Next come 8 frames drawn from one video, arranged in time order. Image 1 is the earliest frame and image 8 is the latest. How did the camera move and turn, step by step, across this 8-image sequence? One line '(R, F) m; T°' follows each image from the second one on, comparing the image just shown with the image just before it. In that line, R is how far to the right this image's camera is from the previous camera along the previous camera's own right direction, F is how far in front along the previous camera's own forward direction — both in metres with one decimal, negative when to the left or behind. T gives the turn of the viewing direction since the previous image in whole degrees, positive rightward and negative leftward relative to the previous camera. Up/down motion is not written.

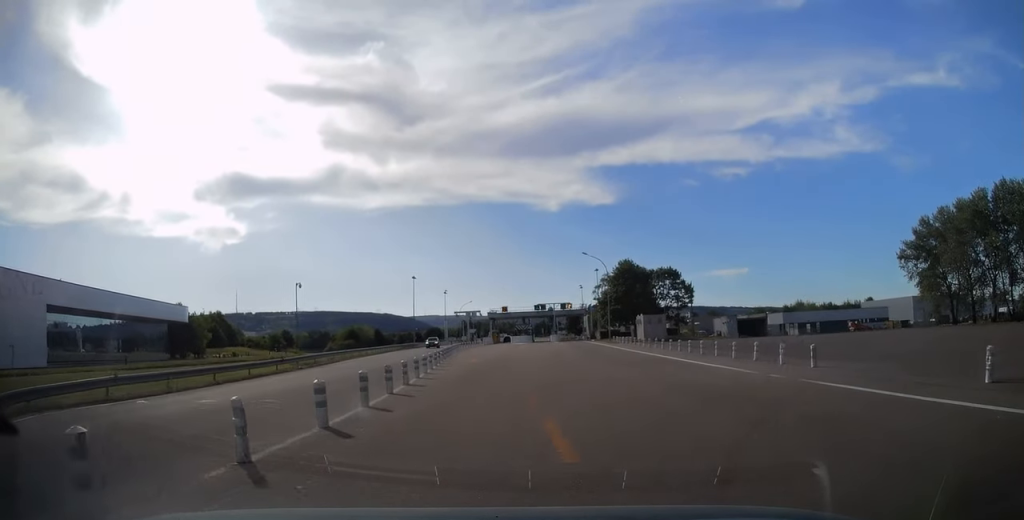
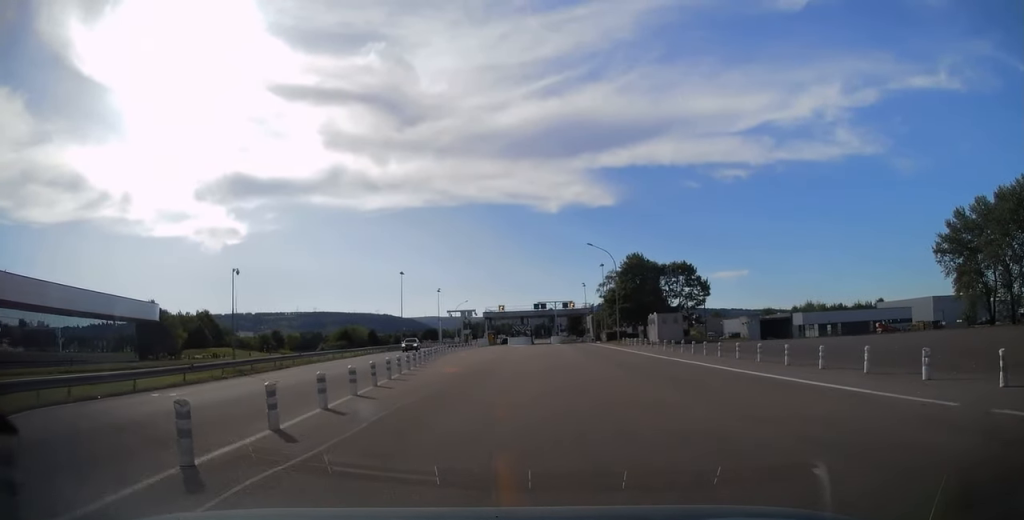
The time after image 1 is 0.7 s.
(0.0, +9.6) m; 0°
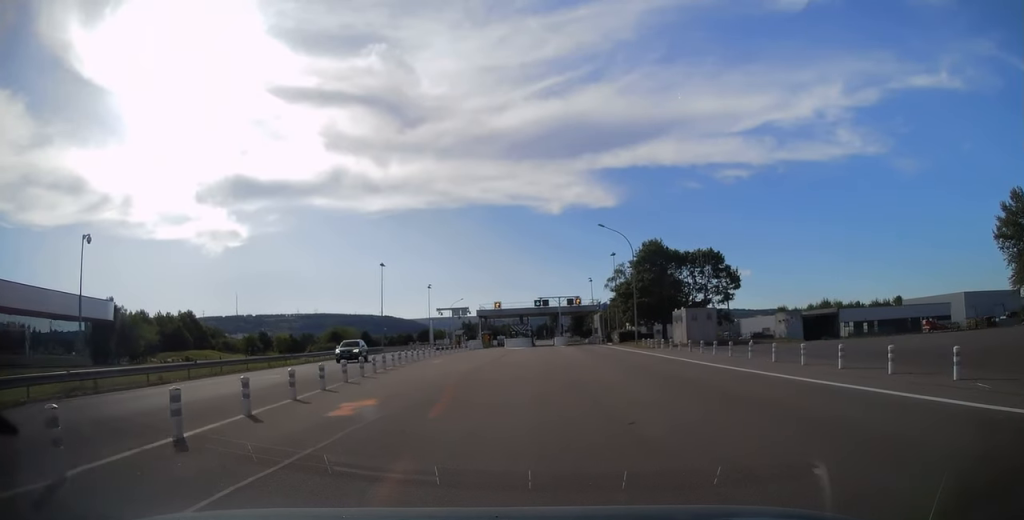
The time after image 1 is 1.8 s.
(0.0, +13.4) m; +1°
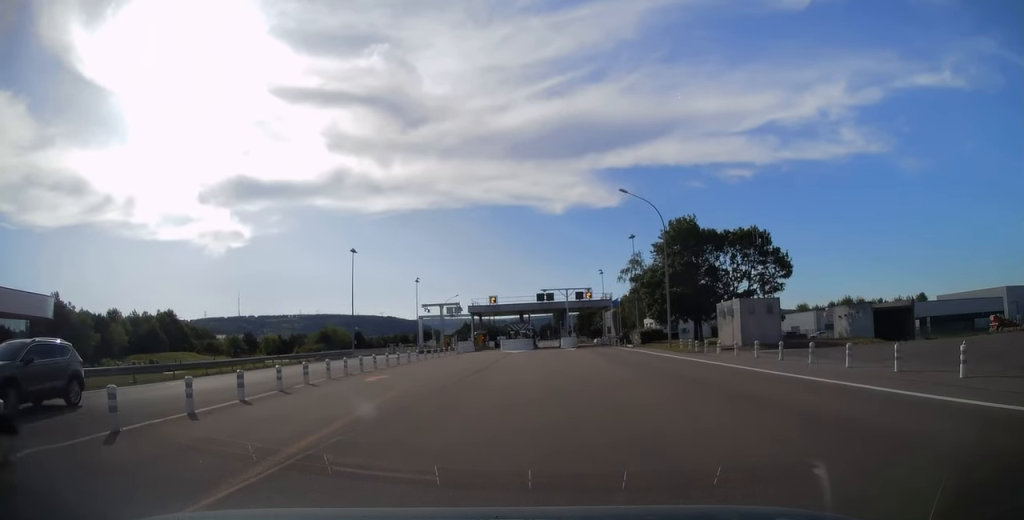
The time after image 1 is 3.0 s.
(+0.1, +15.3) m; 0°
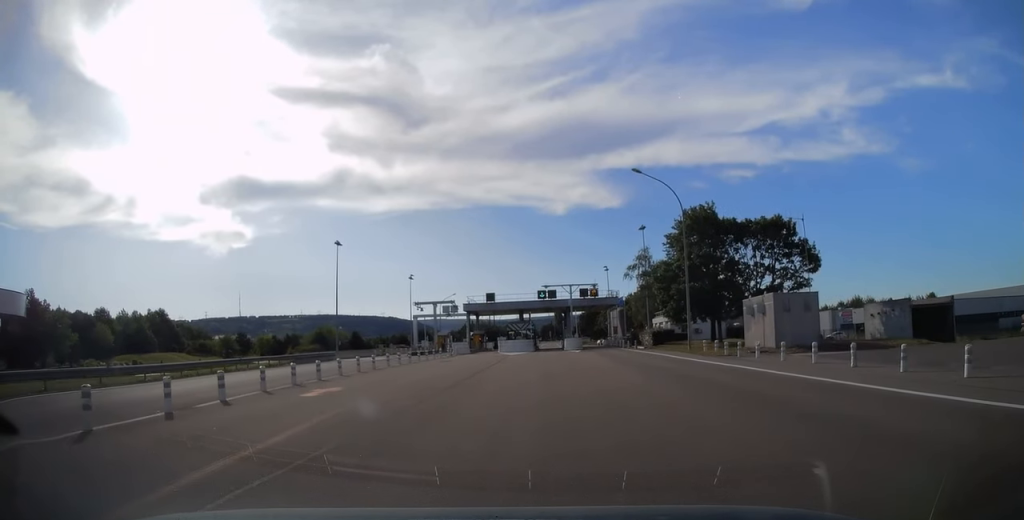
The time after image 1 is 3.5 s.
(0.0, +6.3) m; 0°
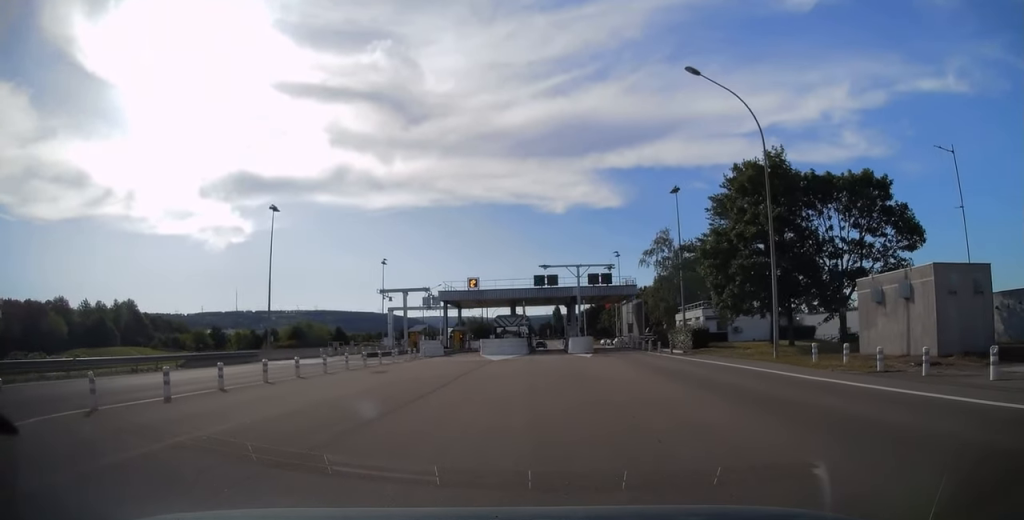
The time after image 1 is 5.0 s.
(-0.2, +16.7) m; 0°
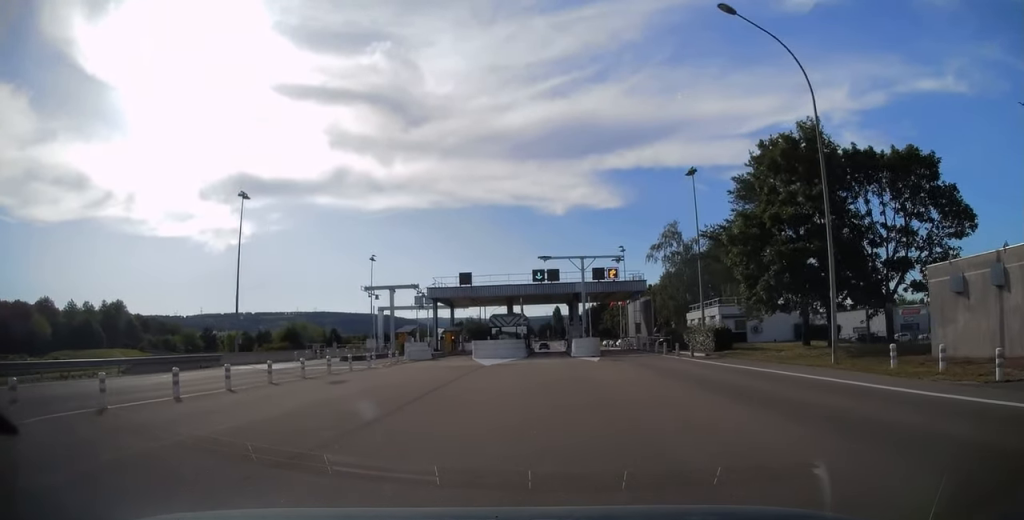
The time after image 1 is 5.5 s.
(0.0, +5.7) m; 0°
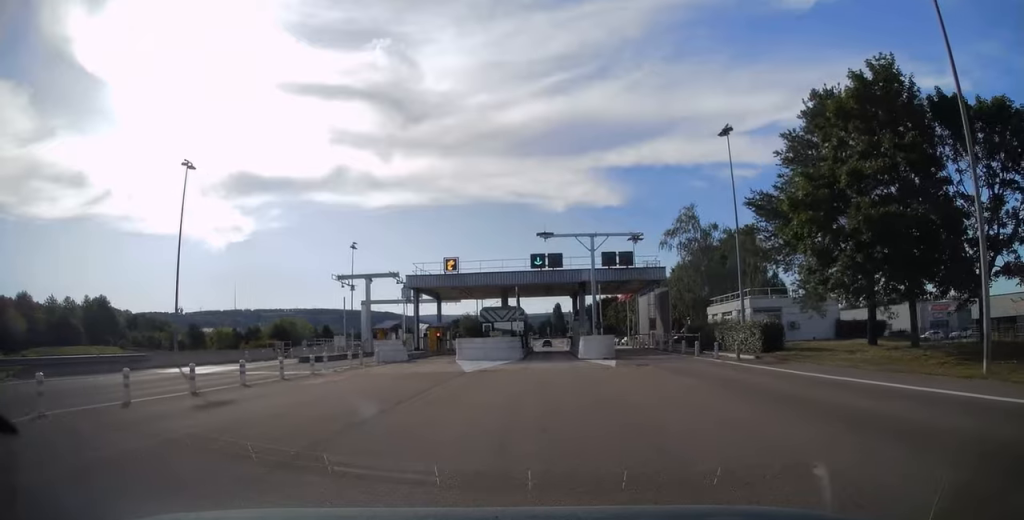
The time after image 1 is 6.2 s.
(0.0, +8.4) m; +1°
